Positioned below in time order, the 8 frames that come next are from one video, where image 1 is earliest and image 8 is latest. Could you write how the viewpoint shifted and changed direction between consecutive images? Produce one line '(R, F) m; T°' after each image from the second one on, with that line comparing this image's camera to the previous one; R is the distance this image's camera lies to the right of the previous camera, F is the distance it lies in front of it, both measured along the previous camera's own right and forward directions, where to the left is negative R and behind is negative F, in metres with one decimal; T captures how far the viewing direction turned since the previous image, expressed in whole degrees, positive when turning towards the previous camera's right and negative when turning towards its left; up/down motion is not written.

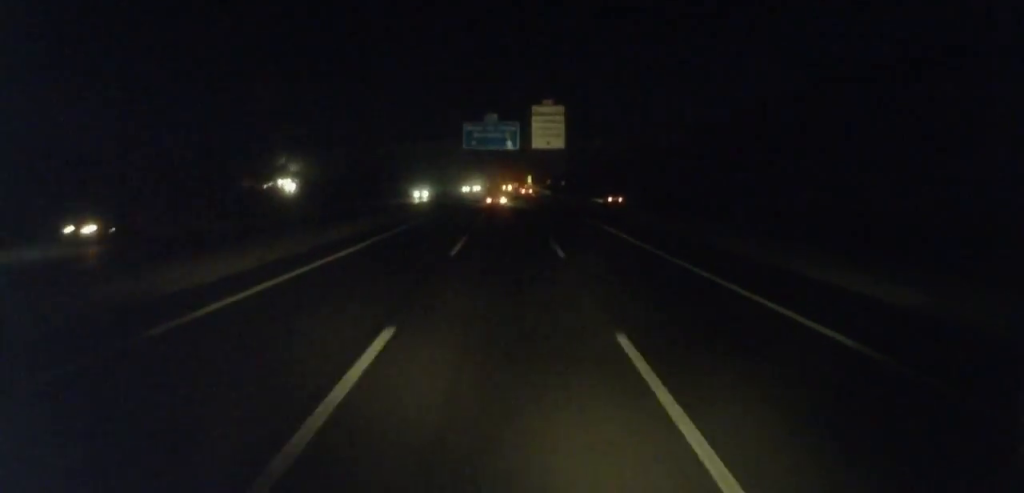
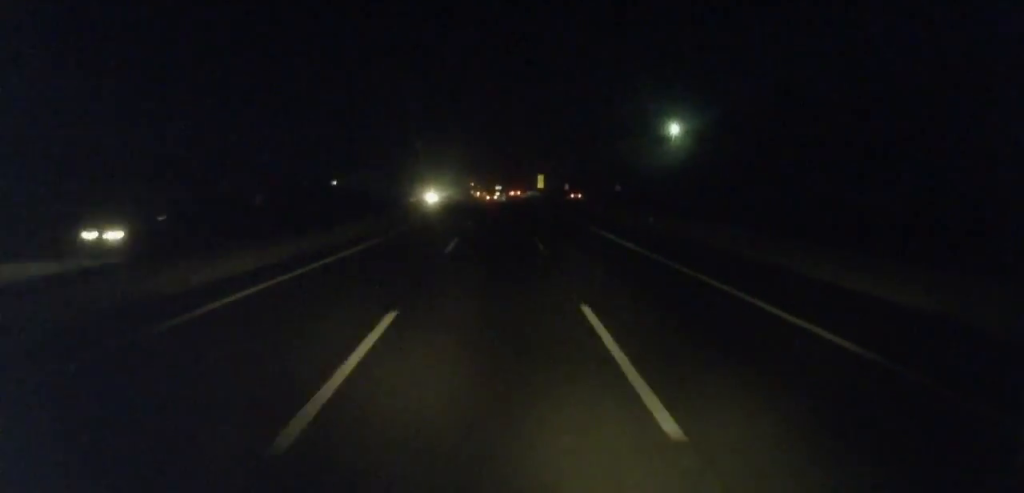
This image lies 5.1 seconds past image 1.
(-1.2, +117.4) m; -1°
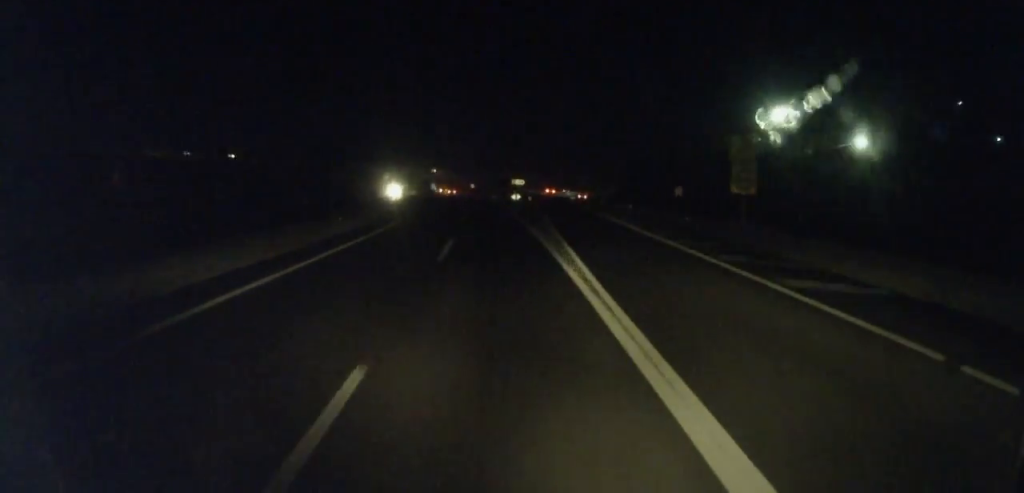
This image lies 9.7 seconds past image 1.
(+0.7, +106.9) m; -1°
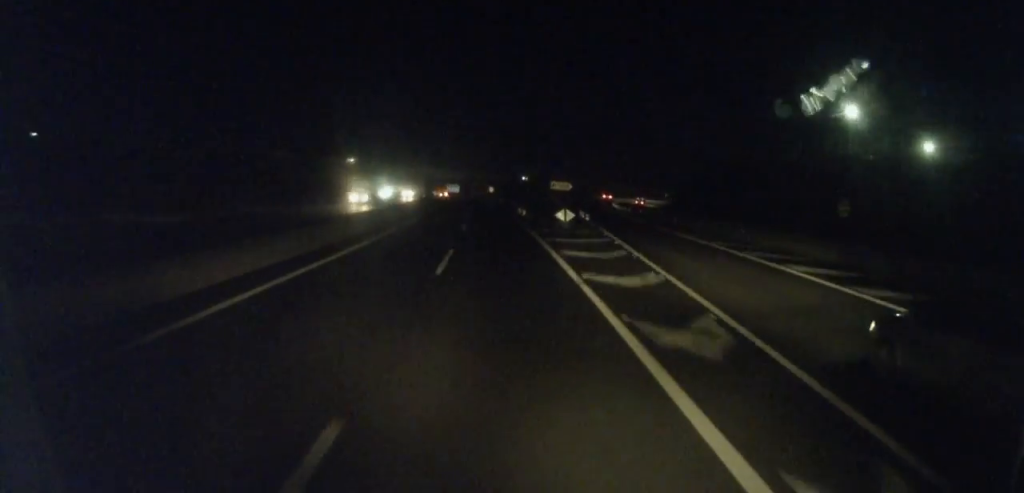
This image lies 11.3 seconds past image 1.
(-0.1, +36.5) m; -1°
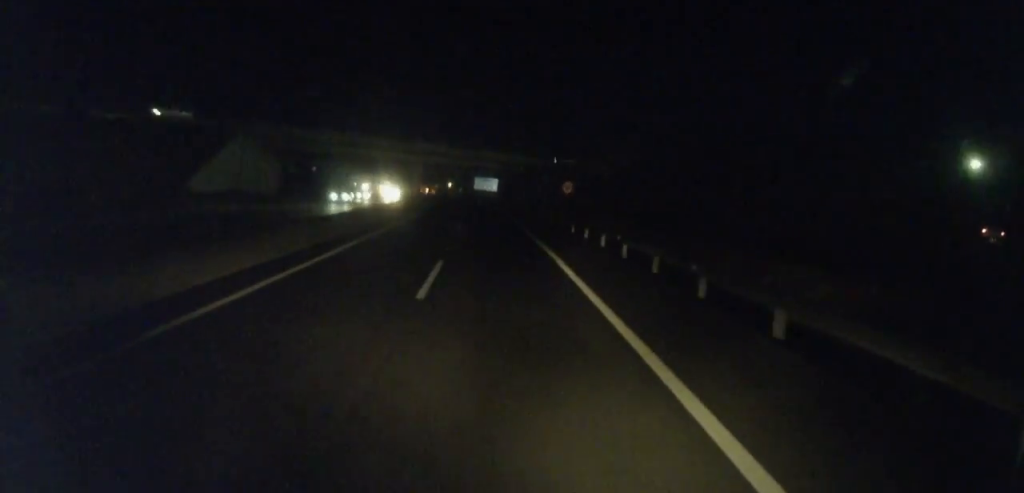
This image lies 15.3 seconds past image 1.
(-3.3, +91.3) m; -4°
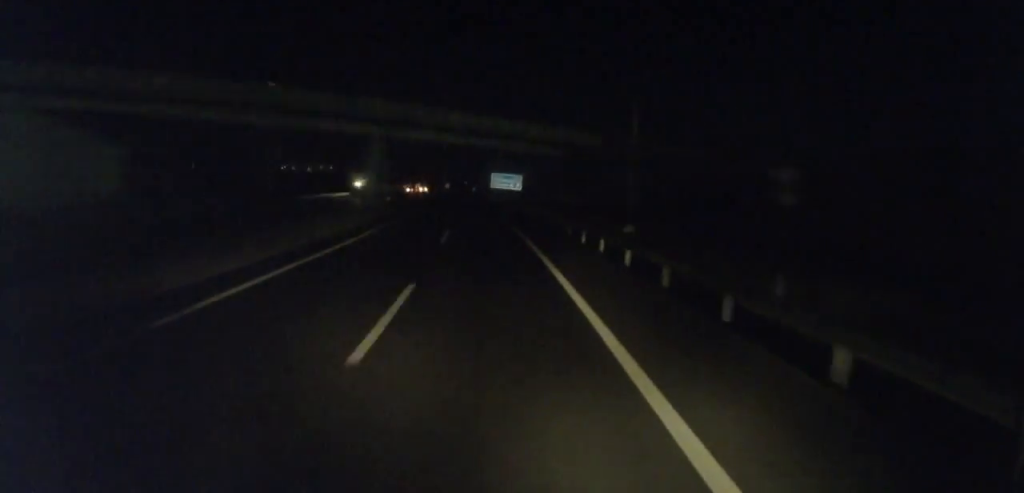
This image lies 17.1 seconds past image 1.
(-0.1, +39.8) m; -3°
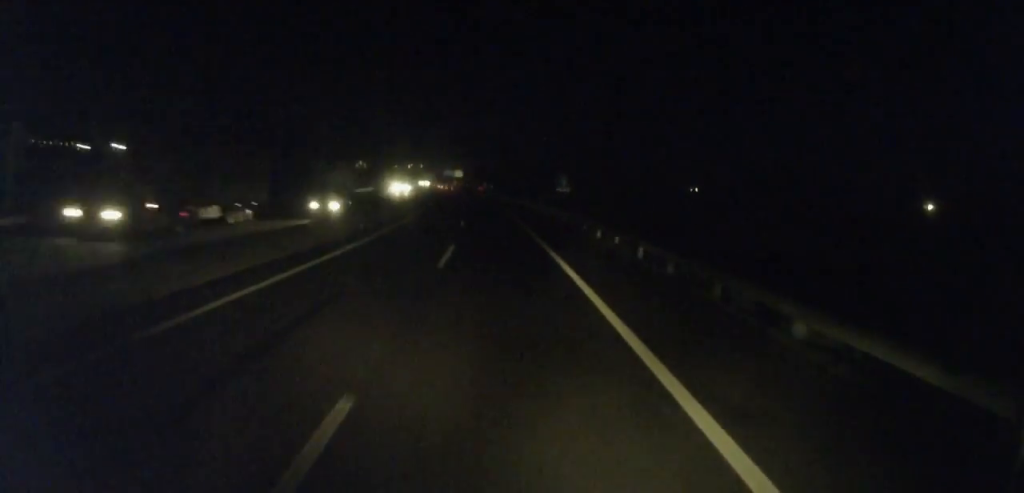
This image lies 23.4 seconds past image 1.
(-12.5, +144.4) m; -8°
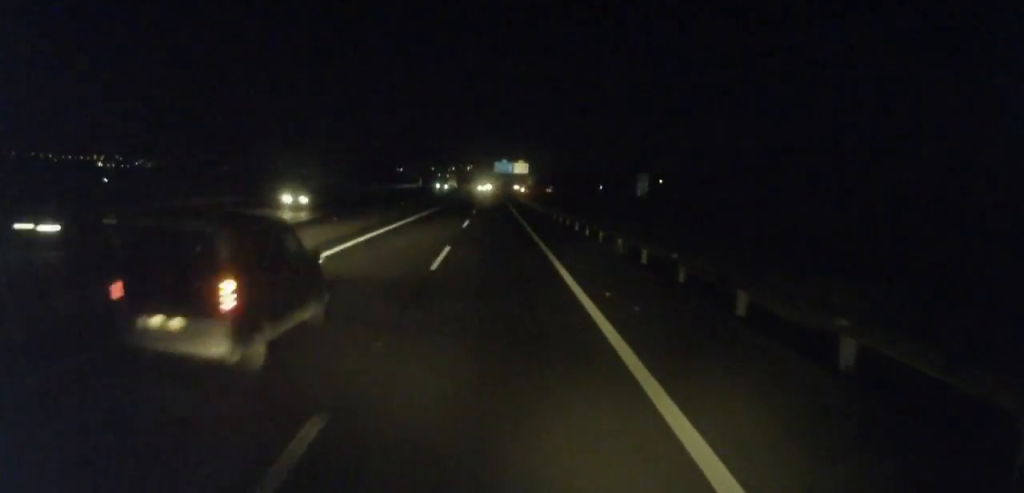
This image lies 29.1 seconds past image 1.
(-4.8, +133.7) m; -4°
